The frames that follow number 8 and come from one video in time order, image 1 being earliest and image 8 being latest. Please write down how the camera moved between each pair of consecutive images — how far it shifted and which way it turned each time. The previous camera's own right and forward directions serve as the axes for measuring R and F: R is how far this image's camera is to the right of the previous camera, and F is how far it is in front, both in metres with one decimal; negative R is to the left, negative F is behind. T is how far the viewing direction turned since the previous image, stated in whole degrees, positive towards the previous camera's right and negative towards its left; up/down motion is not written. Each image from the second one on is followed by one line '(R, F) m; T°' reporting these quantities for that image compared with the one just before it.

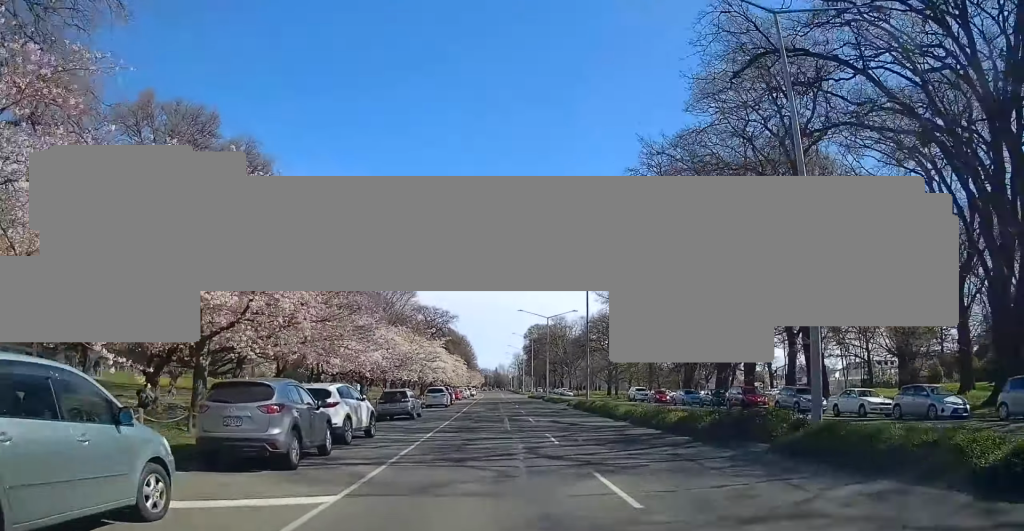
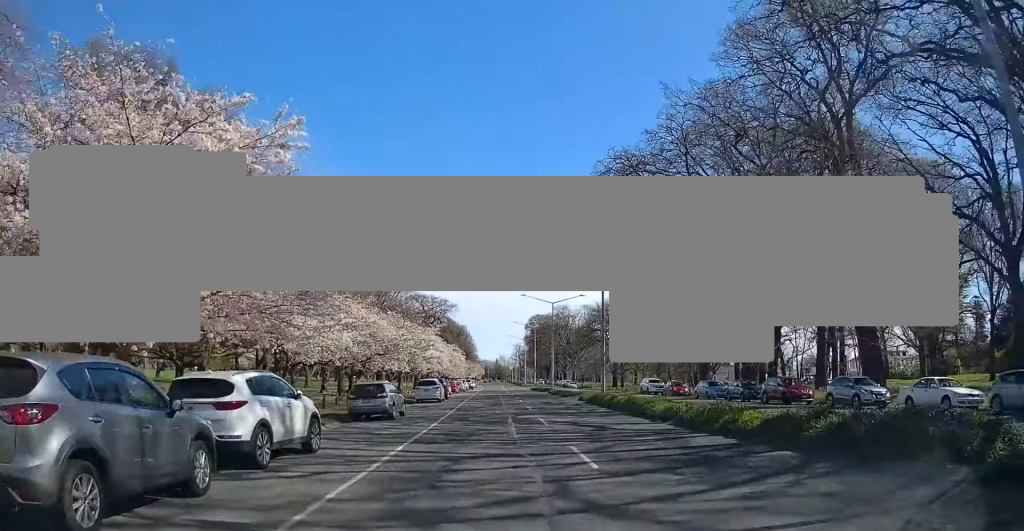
(0.0, +6.6) m; 0°
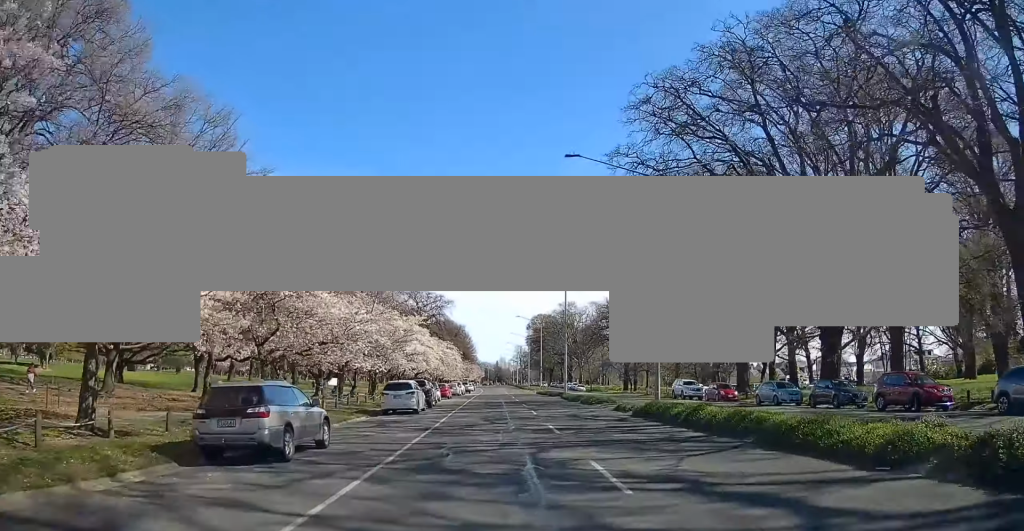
(0.0, +13.1) m; 0°
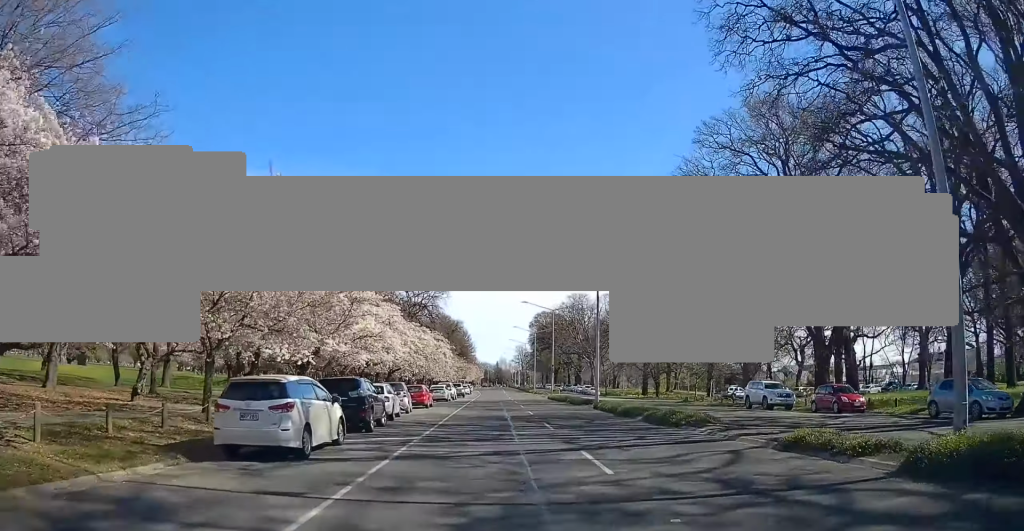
(0.0, +18.2) m; +1°
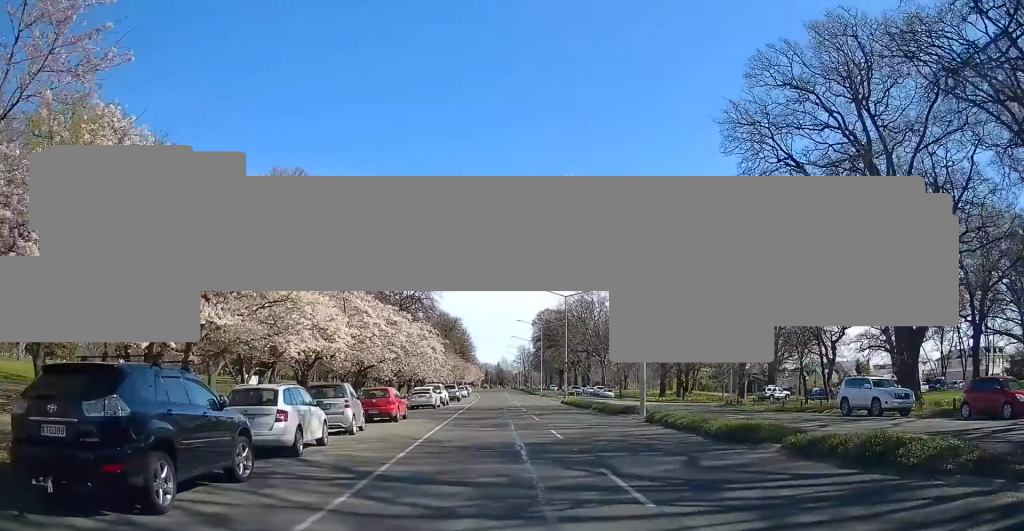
(+0.1, +12.4) m; +1°
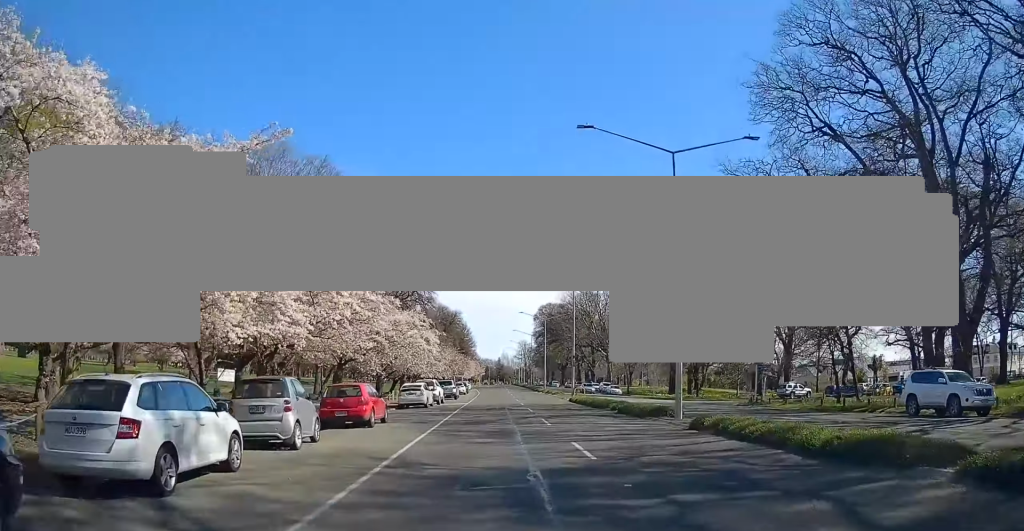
(+0.1, +5.4) m; 0°
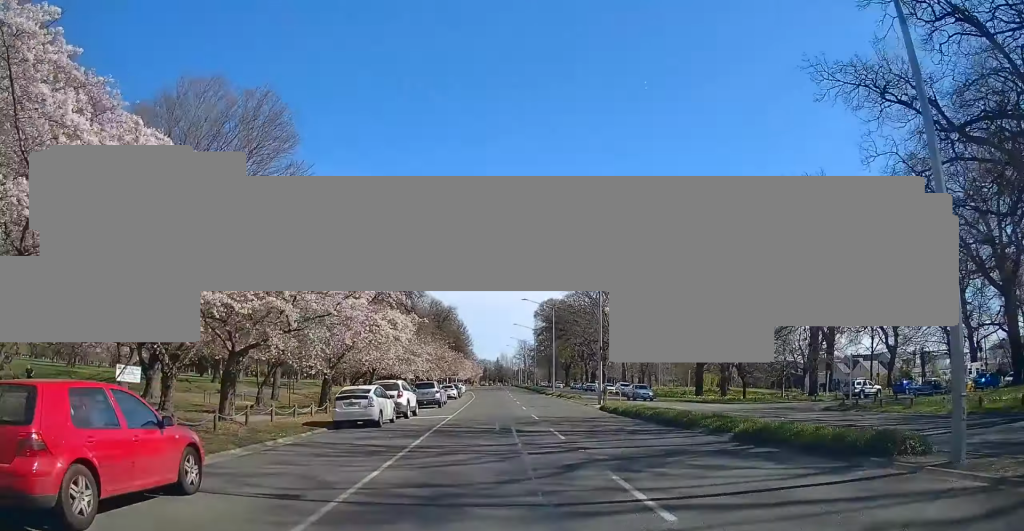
(-0.2, +14.8) m; -1°
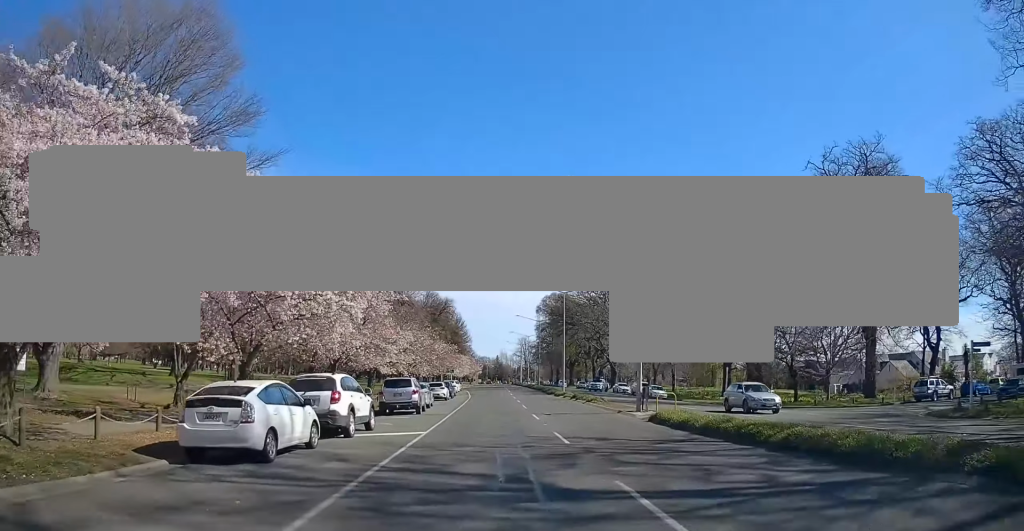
(-0.1, +11.2) m; 0°
